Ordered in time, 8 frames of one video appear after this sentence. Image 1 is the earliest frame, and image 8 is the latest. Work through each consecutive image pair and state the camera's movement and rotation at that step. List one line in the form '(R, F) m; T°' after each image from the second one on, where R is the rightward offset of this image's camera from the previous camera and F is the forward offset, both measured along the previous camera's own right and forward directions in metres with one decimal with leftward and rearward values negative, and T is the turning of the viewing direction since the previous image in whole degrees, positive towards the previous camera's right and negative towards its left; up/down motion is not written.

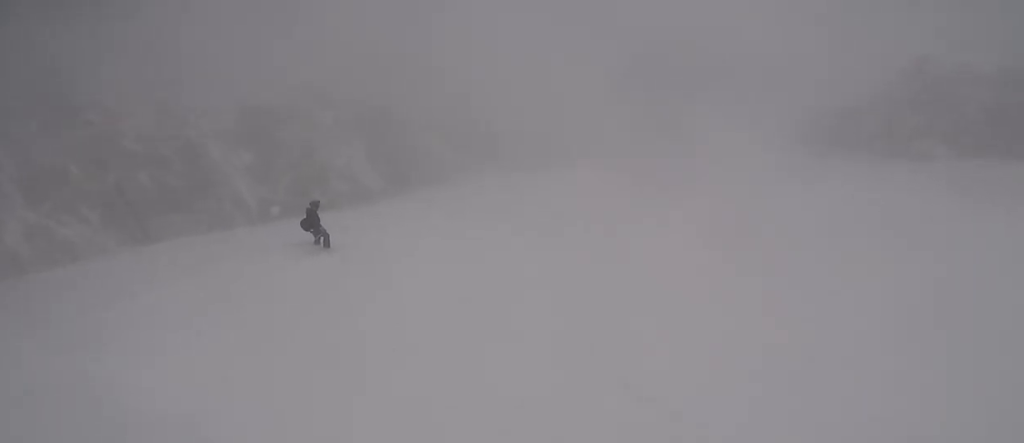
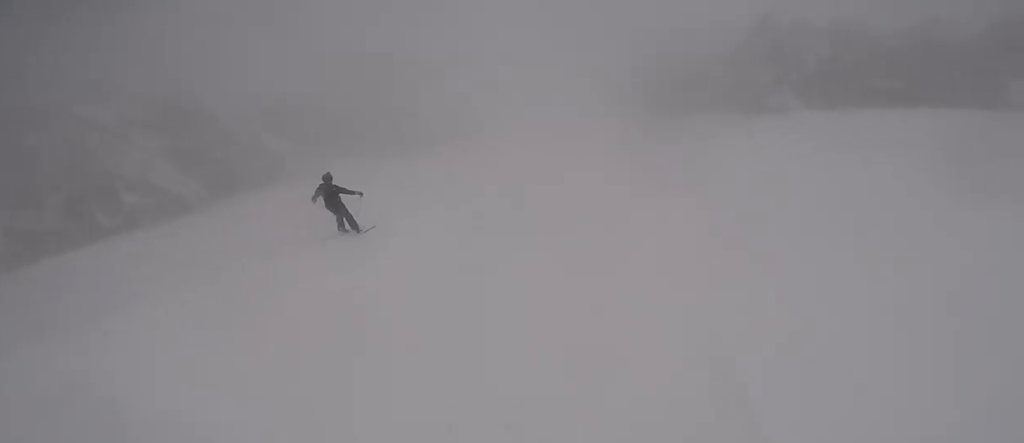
(+0.7, +5.9) m; +9°
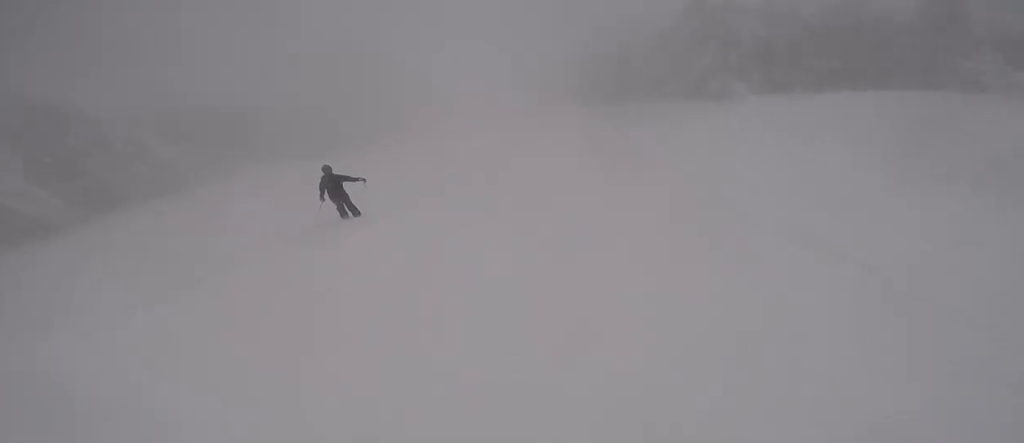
(+0.2, +4.7) m; +3°
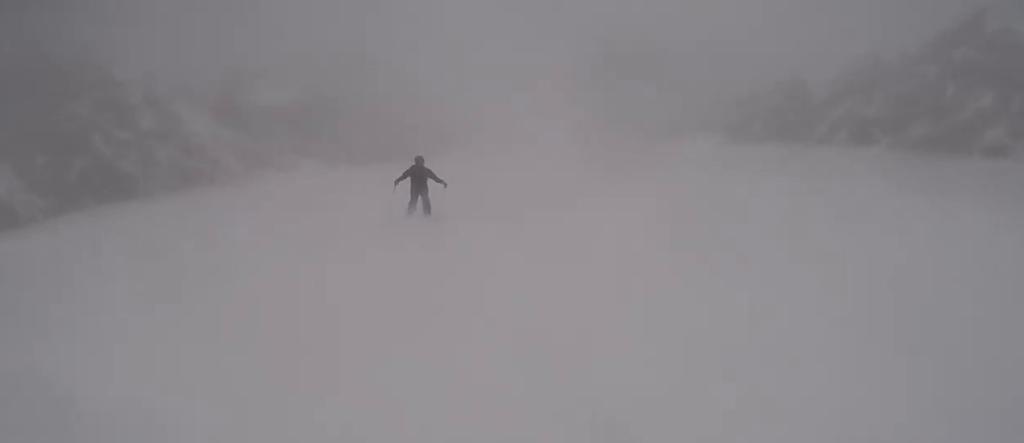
(0.0, +12.1) m; +6°
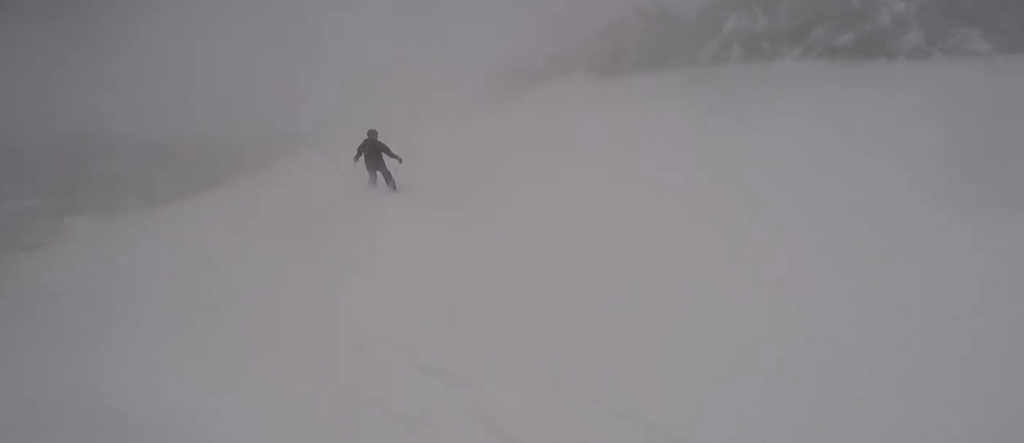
(+1.2, +8.8) m; +5°
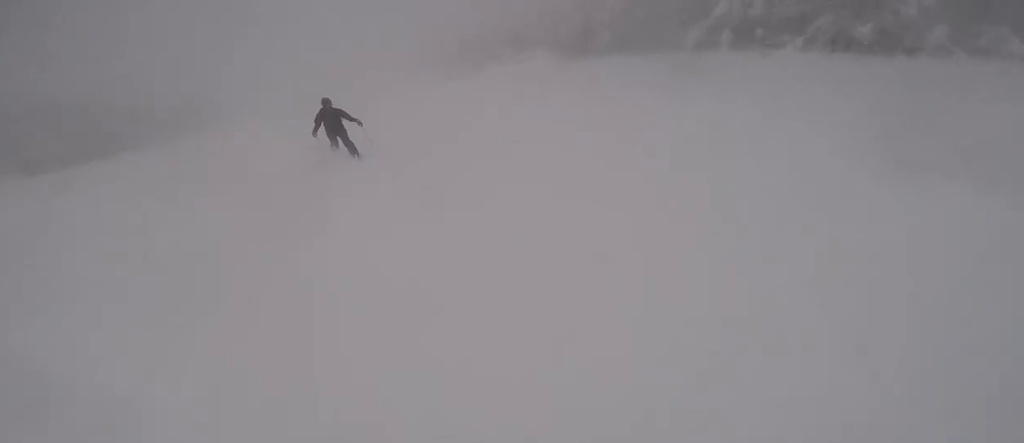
(-0.4, +5.2) m; -2°
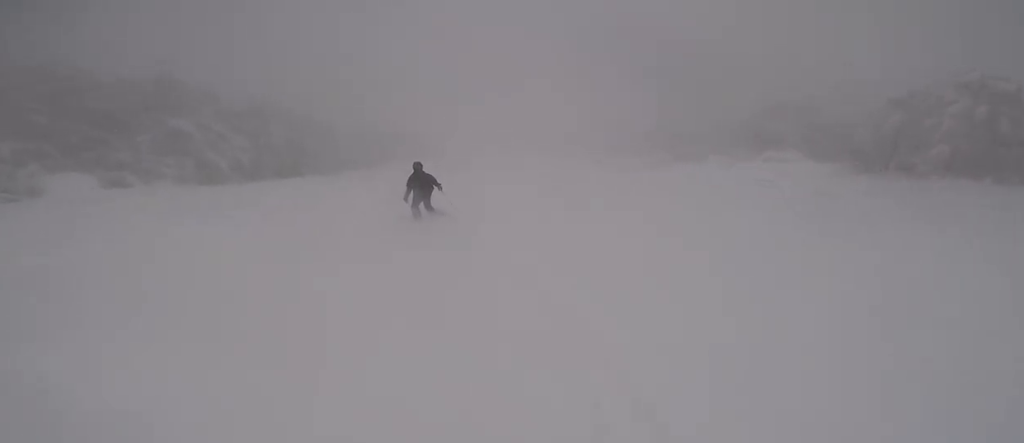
(0.0, +10.2) m; -12°
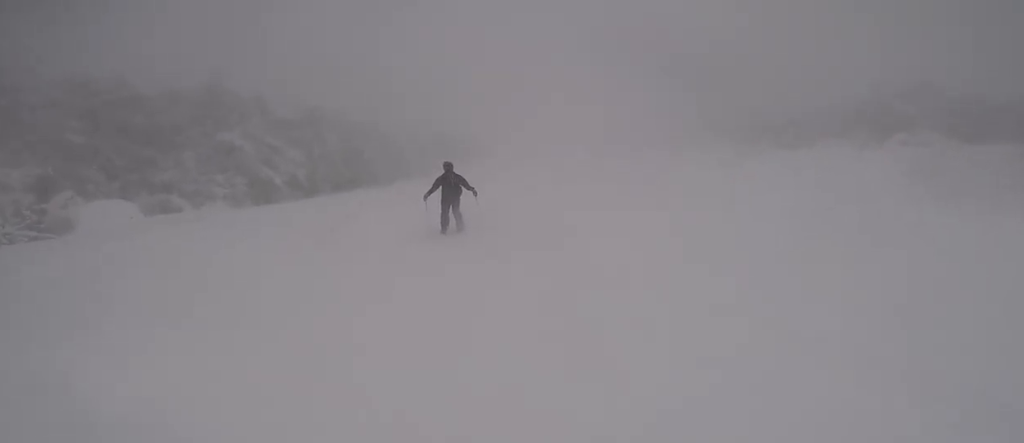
(-1.4, +5.4) m; 0°
